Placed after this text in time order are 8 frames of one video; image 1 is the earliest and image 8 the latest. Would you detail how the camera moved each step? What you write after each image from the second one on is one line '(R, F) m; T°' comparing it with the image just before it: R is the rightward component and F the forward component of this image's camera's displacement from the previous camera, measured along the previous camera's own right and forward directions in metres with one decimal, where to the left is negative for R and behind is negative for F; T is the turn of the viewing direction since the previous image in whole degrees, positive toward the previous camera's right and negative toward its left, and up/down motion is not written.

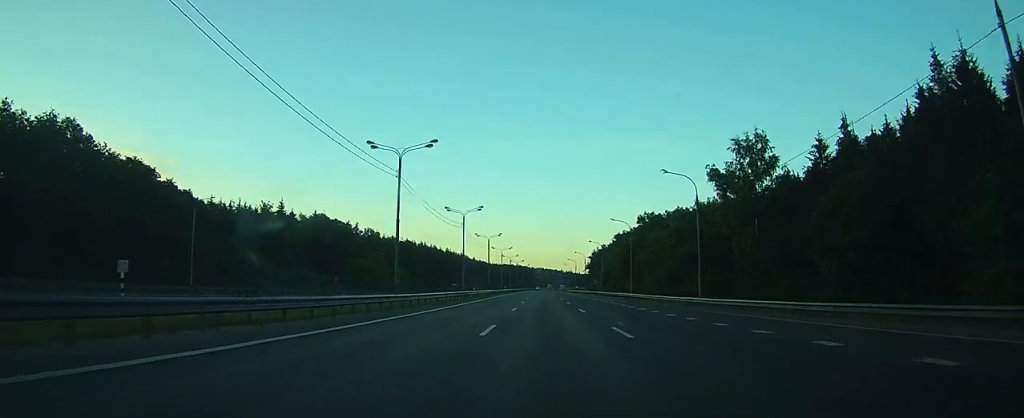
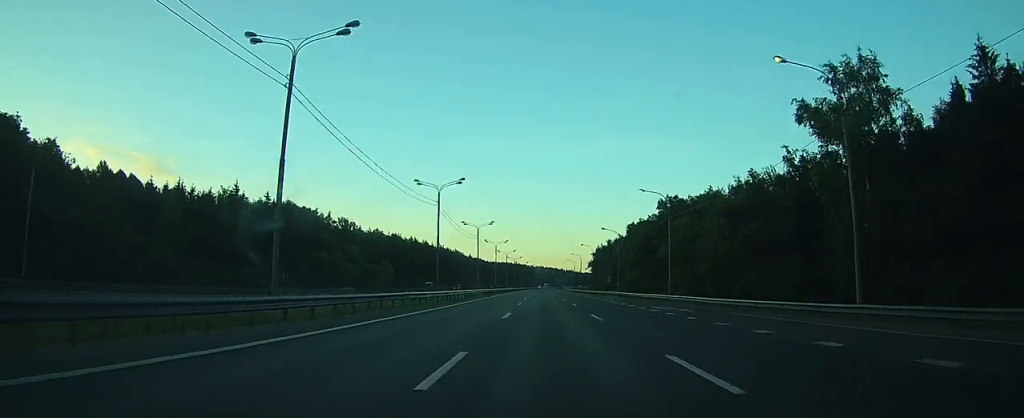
(-0.1, +24.2) m; 0°
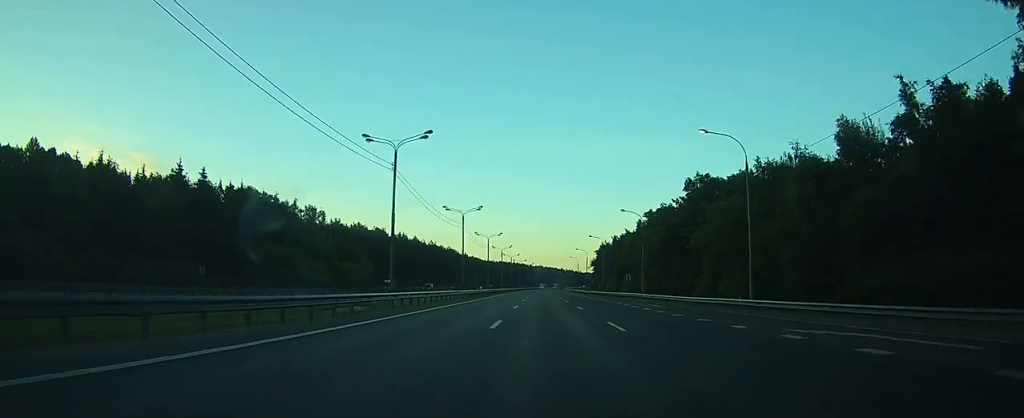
(+0.1, +22.4) m; 0°
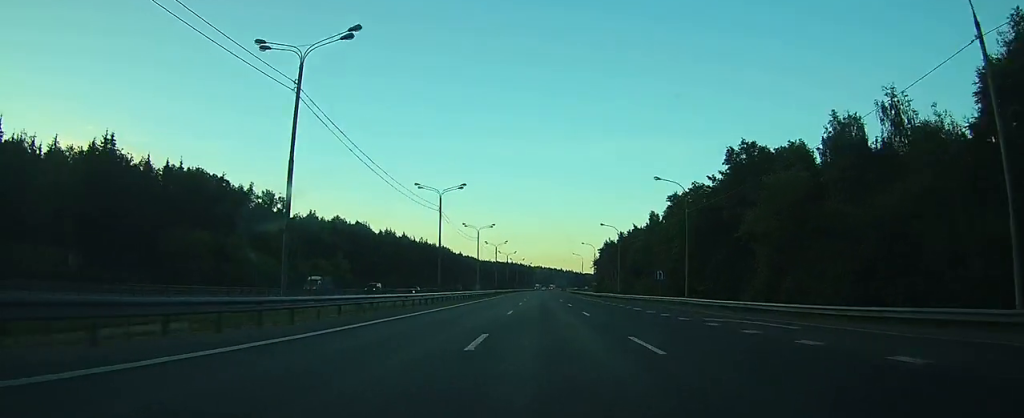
(-0.1, +21.5) m; 0°
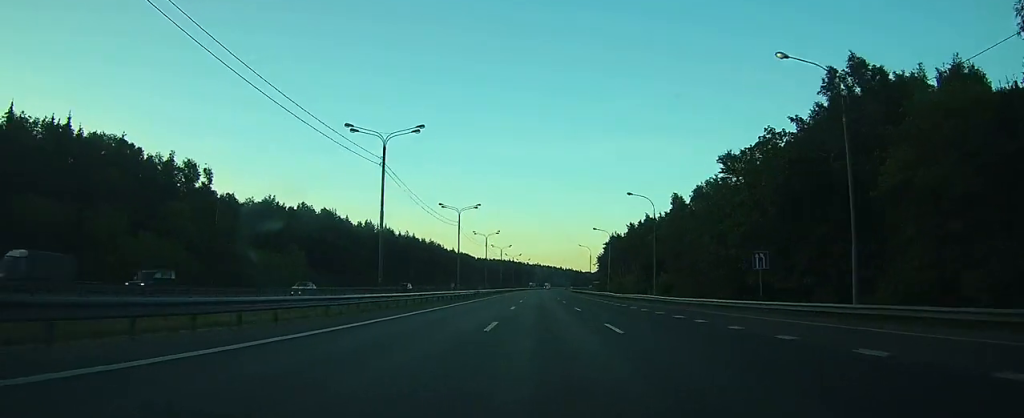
(-0.1, +27.1) m; 0°
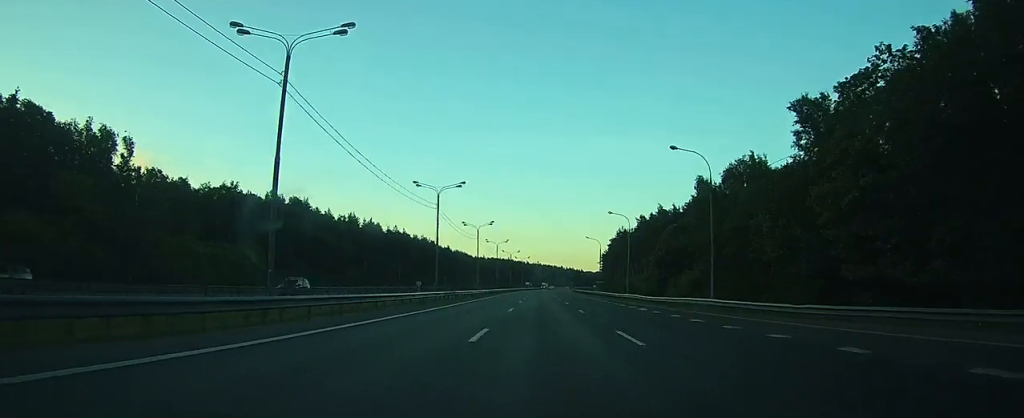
(+0.1, +19.6) m; 0°
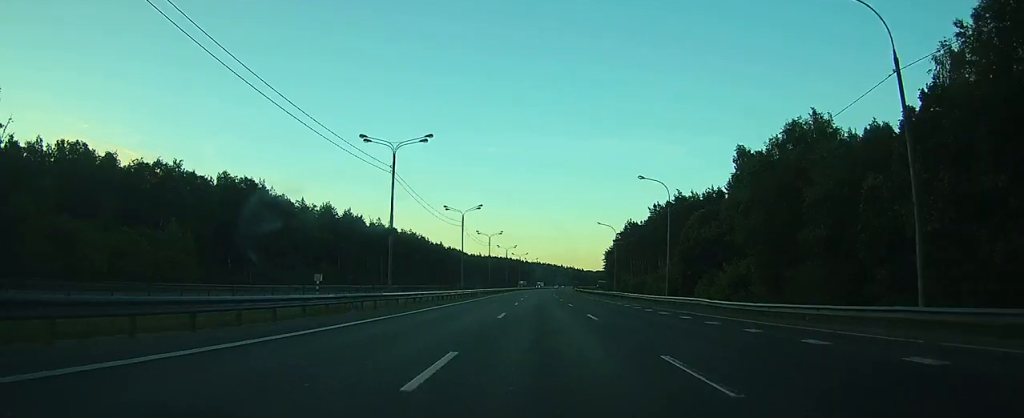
(+0.1, +22.4) m; 0°
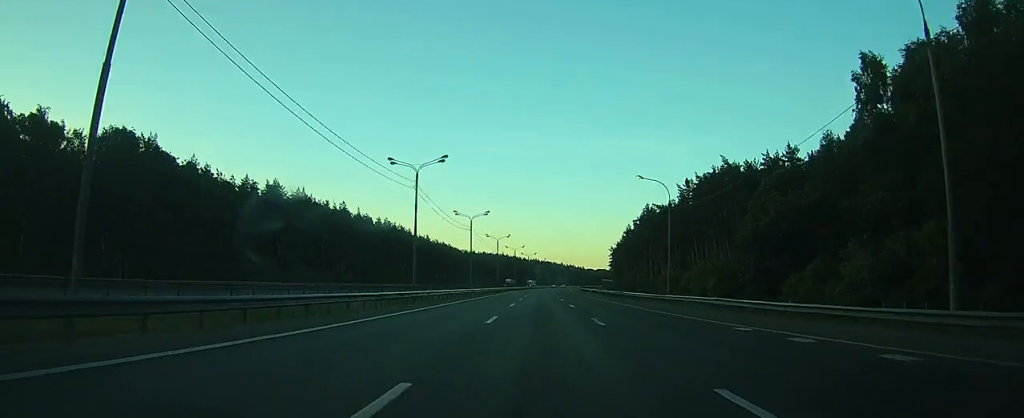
(+0.1, +35.5) m; 0°
